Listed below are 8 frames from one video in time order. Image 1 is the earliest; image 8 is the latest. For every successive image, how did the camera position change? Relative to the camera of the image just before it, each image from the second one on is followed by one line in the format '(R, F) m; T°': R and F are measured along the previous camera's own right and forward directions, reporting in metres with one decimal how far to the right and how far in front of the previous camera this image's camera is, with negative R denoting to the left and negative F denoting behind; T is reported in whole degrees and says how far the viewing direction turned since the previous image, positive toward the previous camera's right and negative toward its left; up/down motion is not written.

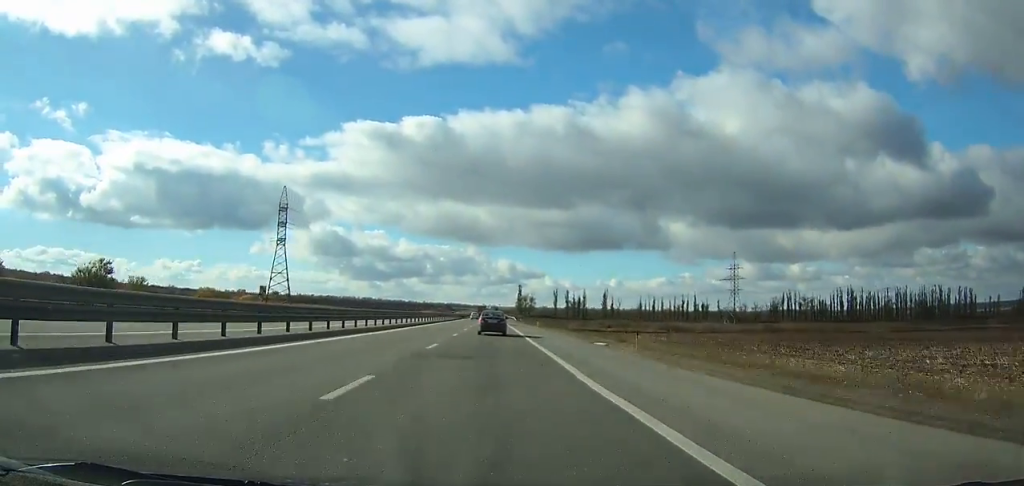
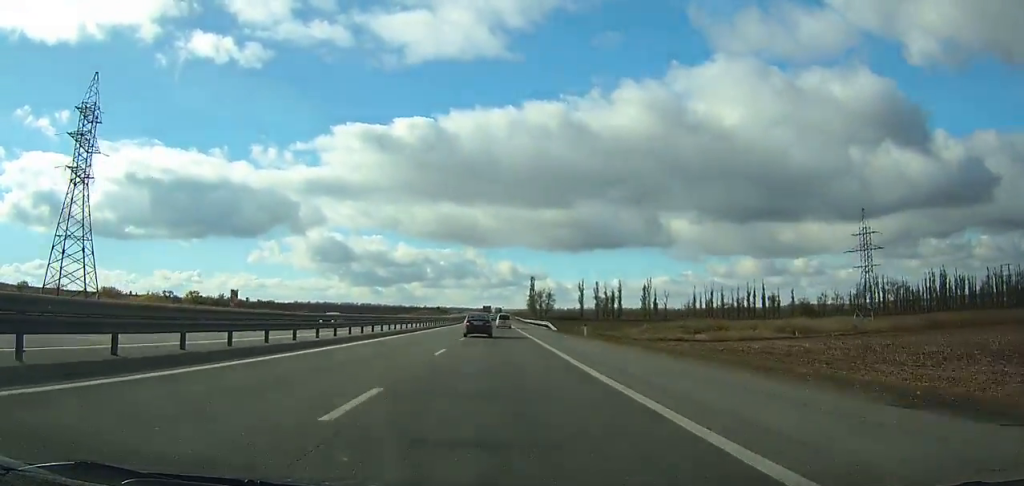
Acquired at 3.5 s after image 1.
(0.0, +84.9) m; 0°
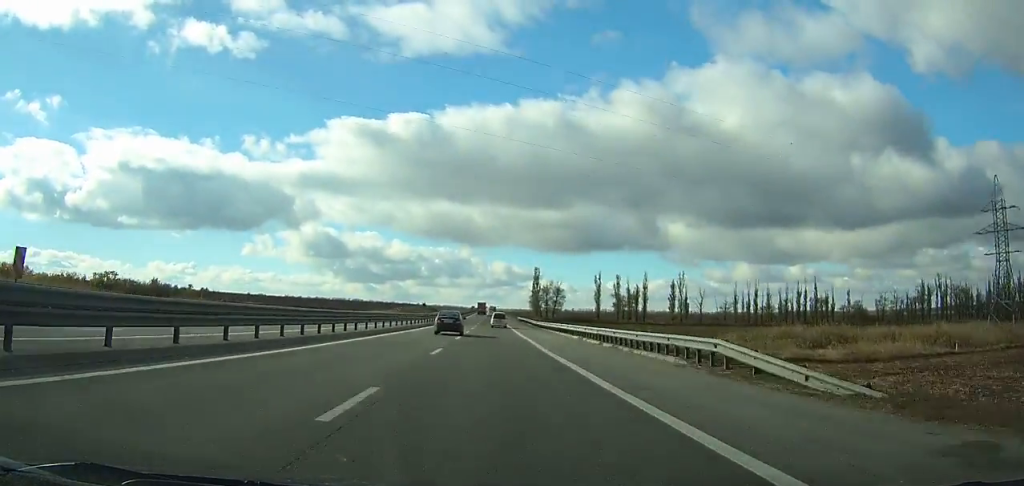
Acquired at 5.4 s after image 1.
(0.0, +46.9) m; 0°
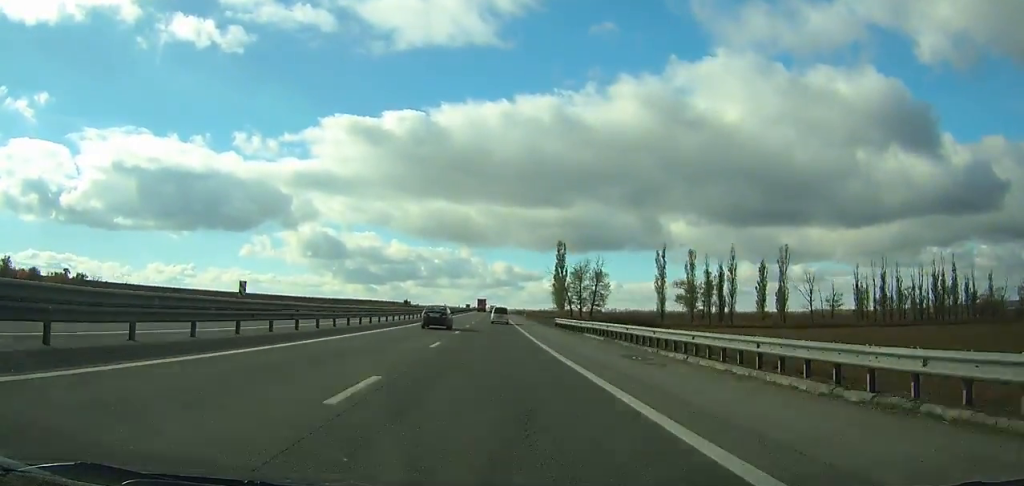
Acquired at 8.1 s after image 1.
(+0.2, +68.6) m; 0°
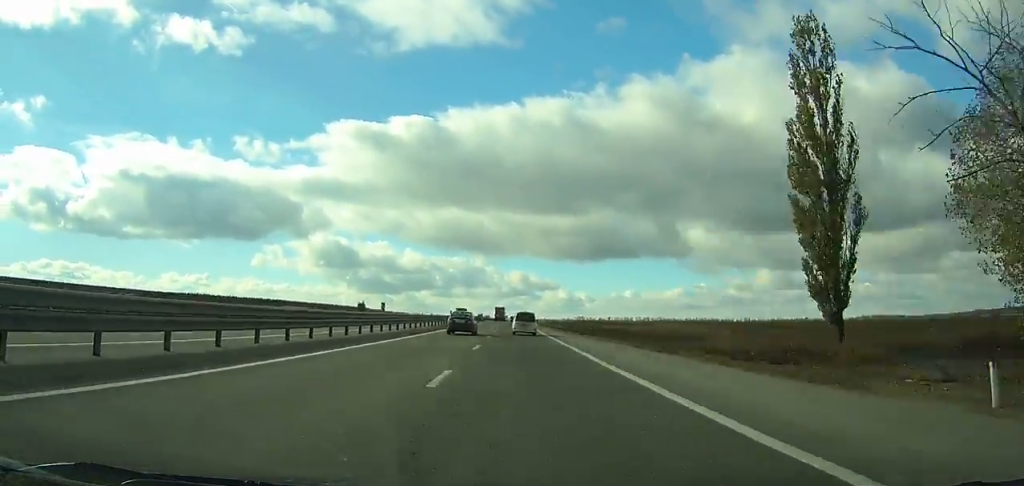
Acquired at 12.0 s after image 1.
(-1.1, +102.7) m; -1°
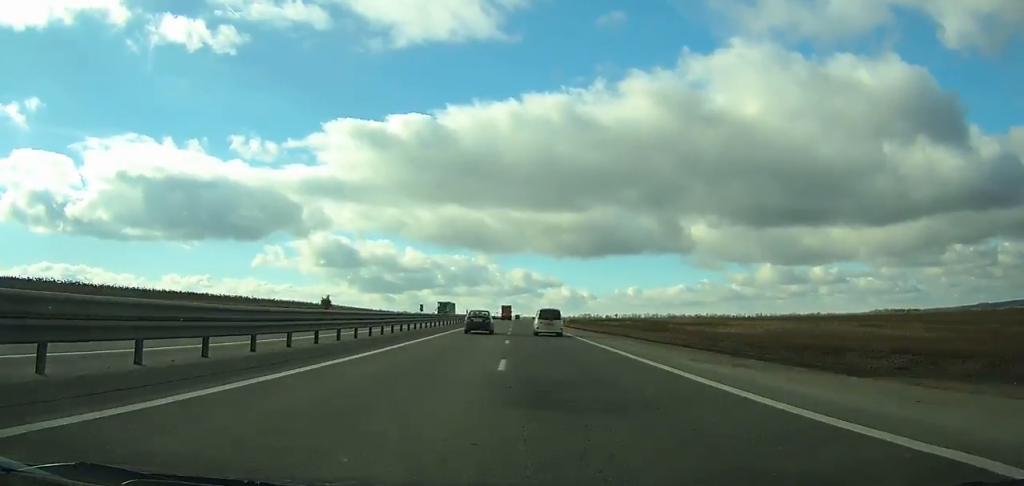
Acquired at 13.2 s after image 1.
(-0.3, +32.1) m; 0°
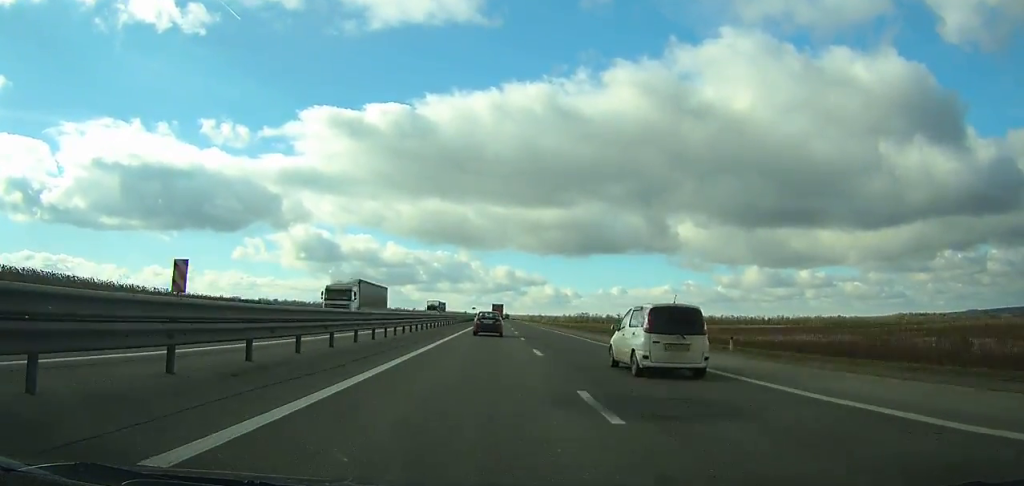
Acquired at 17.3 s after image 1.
(+0.3, +111.3) m; +1°
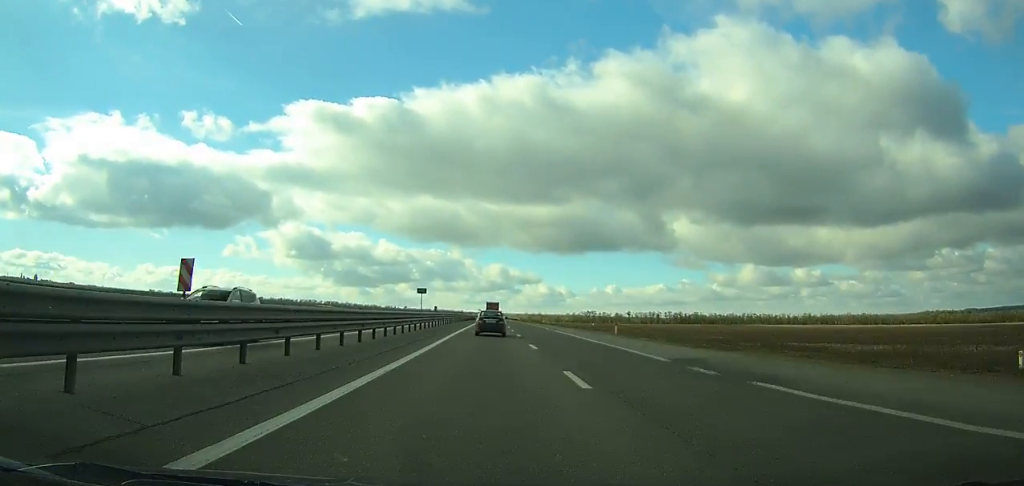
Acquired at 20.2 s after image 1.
(+0.5, +79.4) m; 0°
